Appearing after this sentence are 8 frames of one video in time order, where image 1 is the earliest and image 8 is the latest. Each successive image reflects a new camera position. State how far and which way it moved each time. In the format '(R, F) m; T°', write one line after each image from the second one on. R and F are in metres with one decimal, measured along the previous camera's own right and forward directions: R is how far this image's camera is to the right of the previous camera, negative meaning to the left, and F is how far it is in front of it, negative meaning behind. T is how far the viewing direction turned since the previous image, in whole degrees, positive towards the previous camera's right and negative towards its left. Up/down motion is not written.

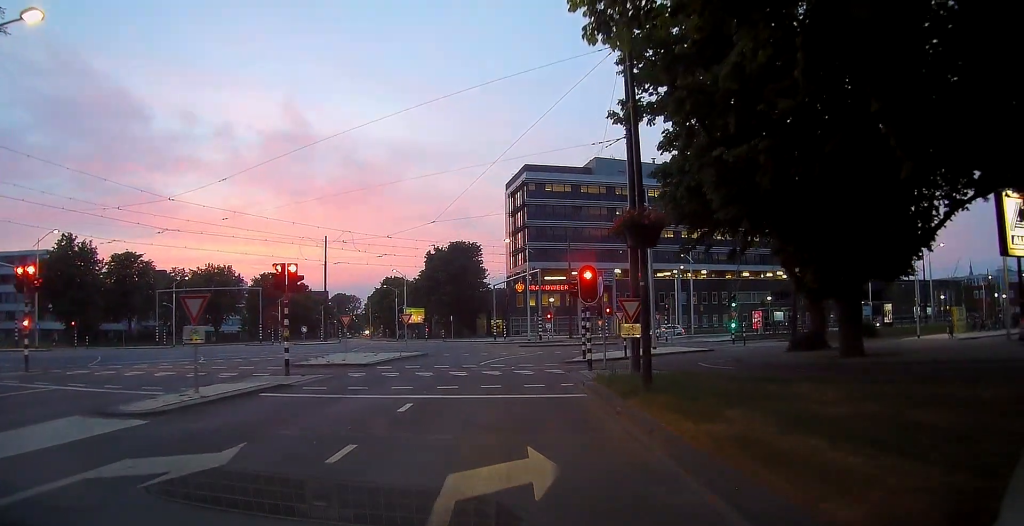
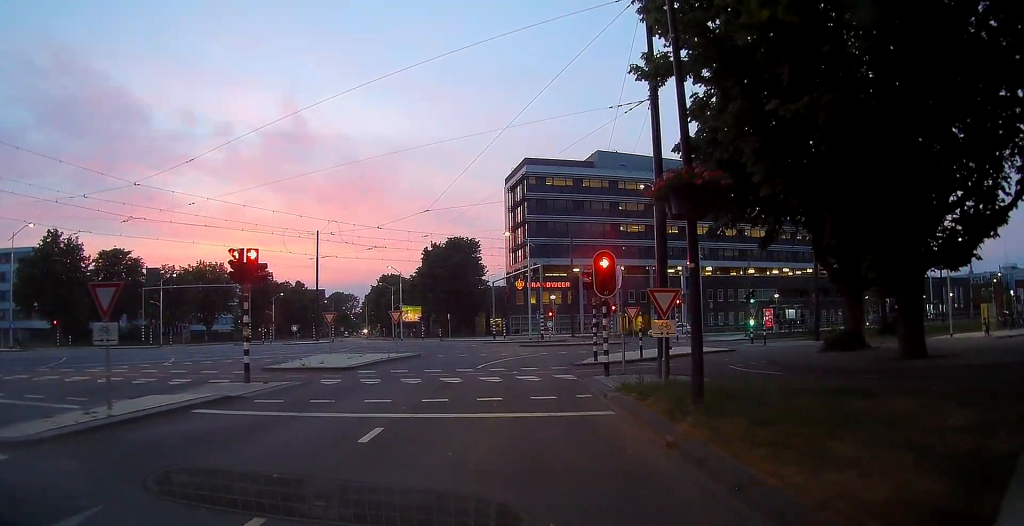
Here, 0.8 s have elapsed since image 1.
(-0.1, +3.5) m; -1°
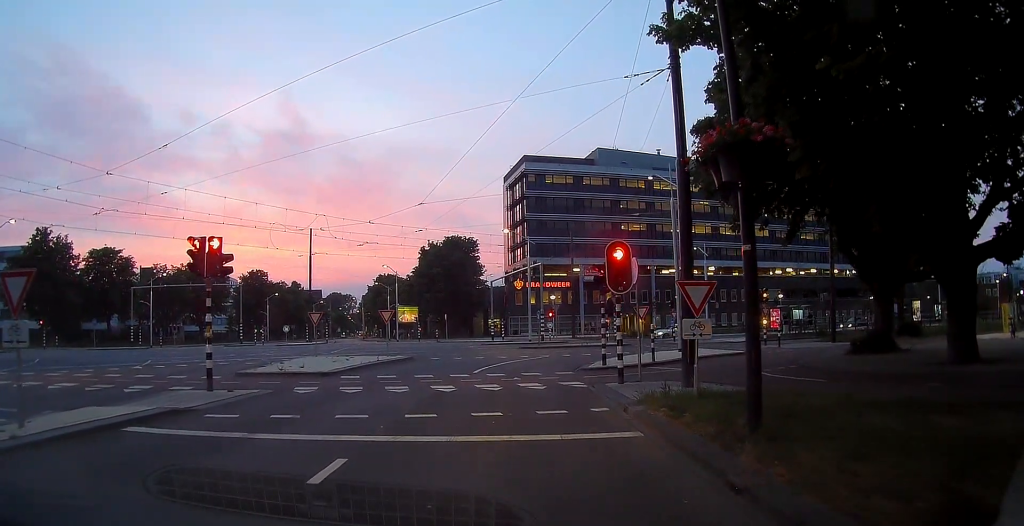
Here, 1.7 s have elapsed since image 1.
(0.0, +2.8) m; +1°
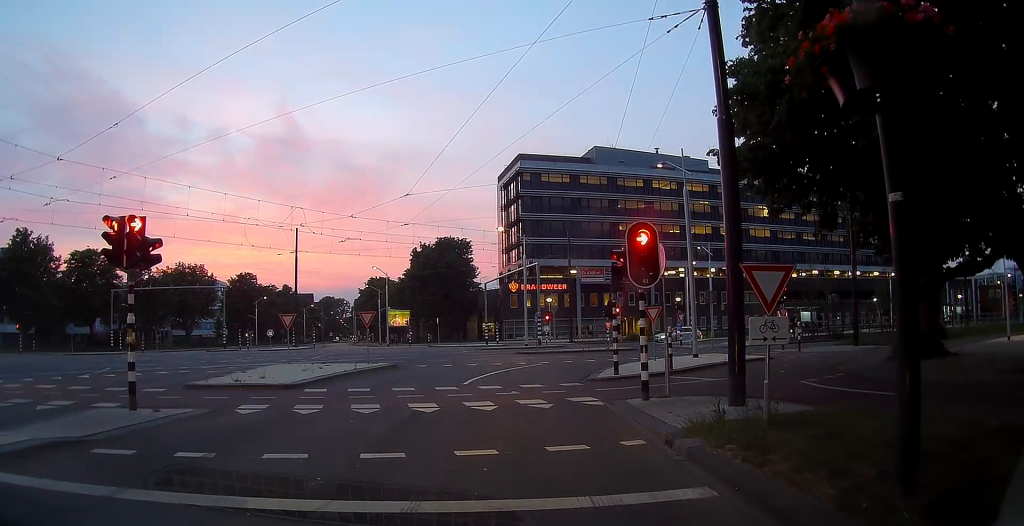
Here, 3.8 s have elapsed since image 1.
(-0.2, +3.3) m; 0°
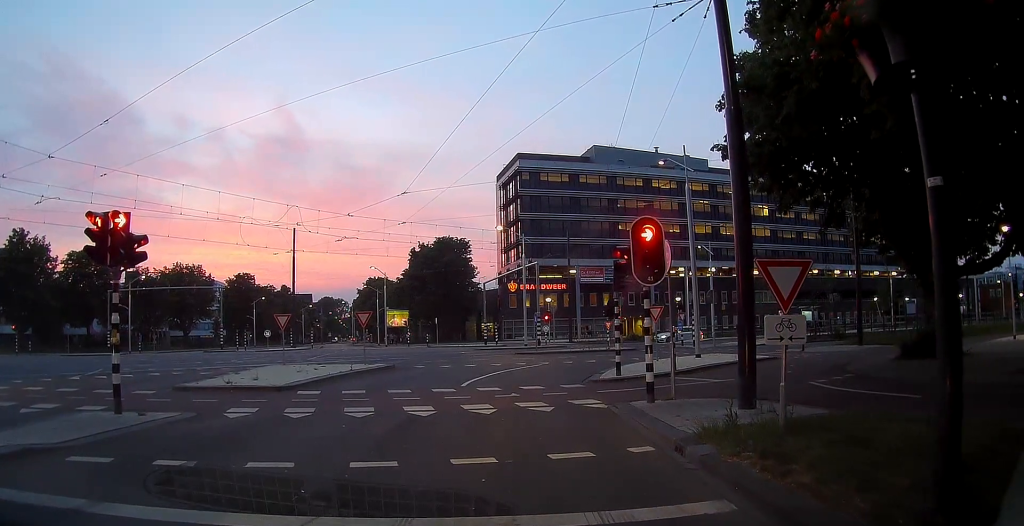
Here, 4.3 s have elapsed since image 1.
(-0.1, +0.6) m; 0°
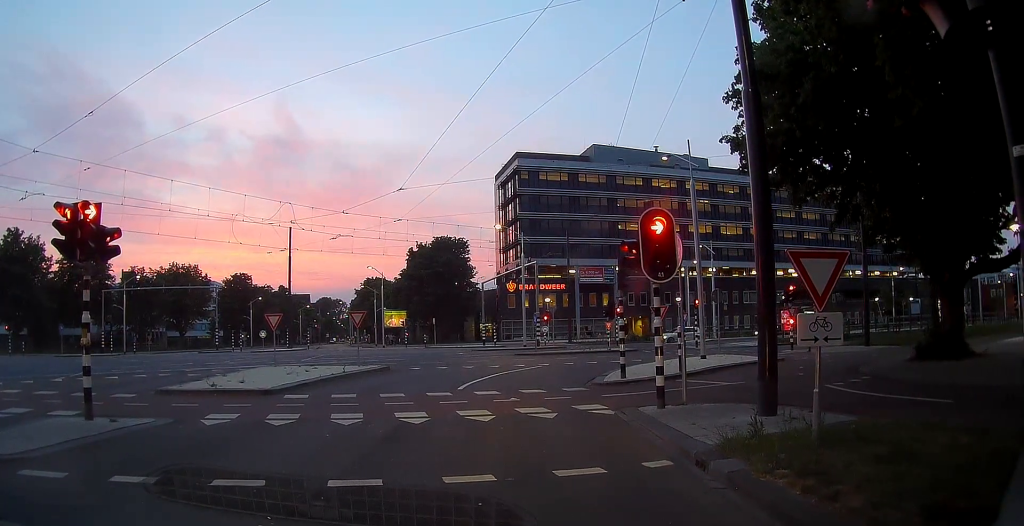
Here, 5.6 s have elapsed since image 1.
(+0.1, +0.9) m; 0°
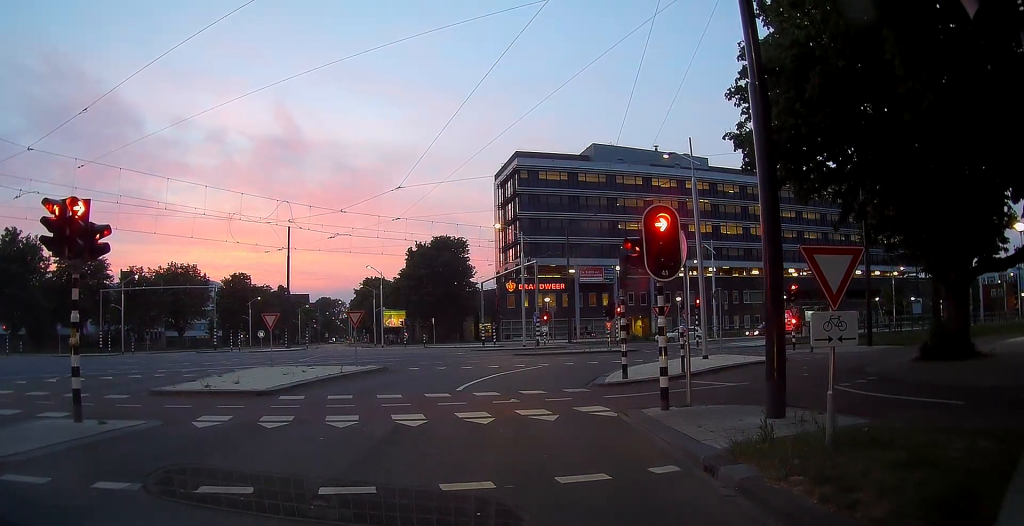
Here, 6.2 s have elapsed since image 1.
(+0.1, +0.3) m; 0°
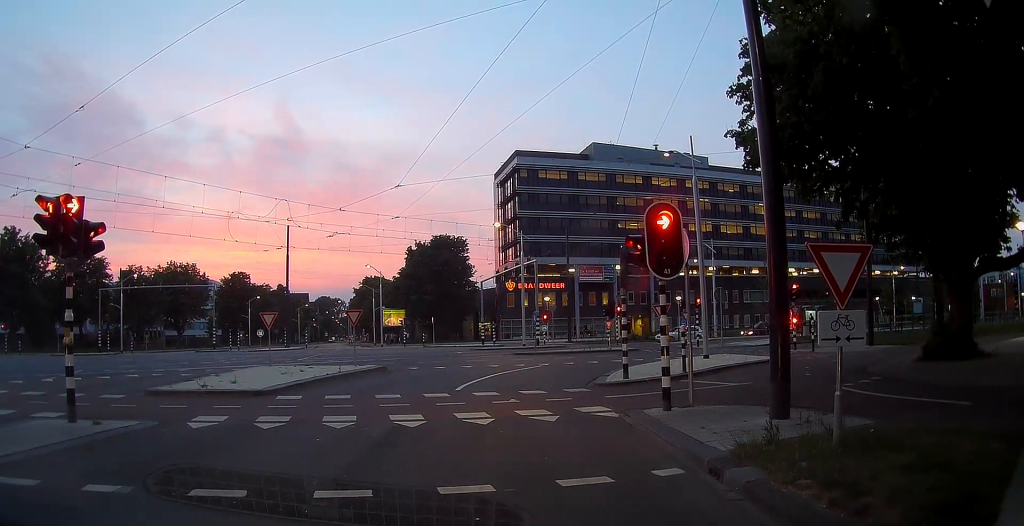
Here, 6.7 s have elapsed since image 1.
(+0.1, +0.1) m; 0°
